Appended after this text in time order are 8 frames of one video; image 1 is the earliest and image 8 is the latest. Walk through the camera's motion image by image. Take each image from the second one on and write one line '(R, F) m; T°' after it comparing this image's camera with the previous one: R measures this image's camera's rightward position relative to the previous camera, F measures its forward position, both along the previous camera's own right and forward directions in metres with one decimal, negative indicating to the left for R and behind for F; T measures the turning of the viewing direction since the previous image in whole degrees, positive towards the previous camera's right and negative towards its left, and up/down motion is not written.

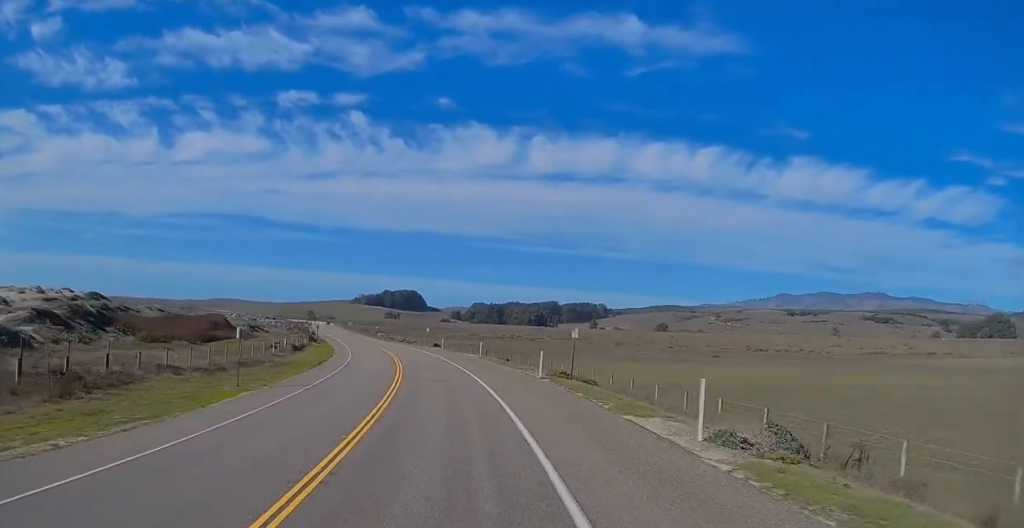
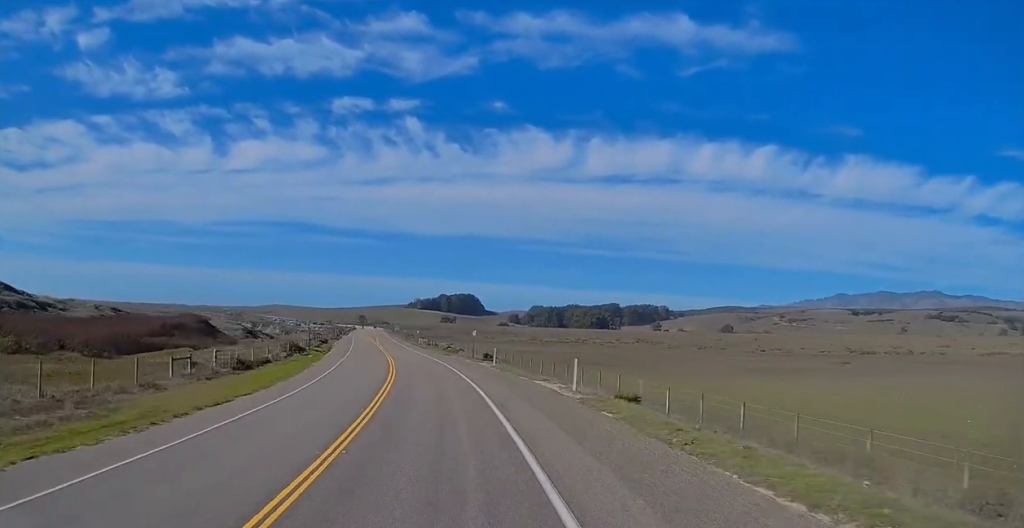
(0.0, +30.4) m; 0°
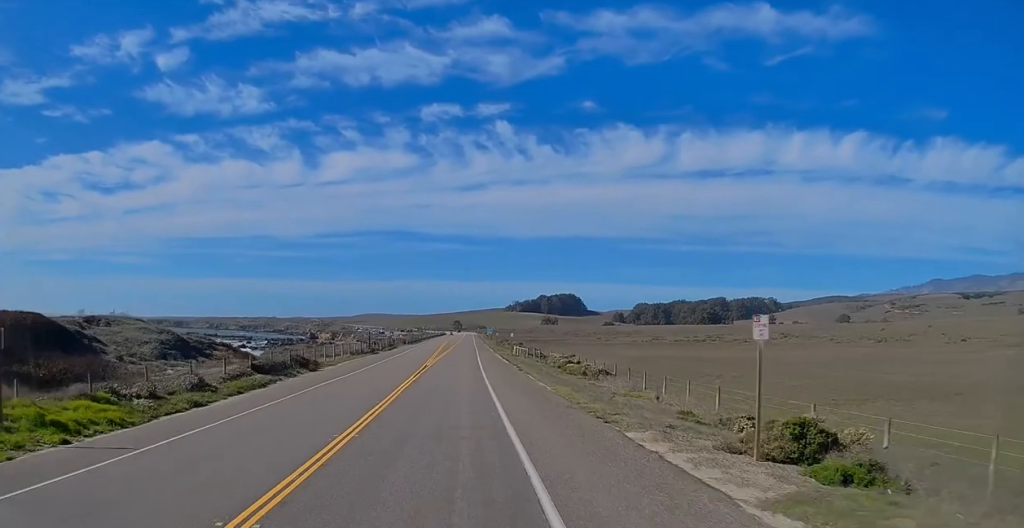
(-0.5, +50.4) m; -6°
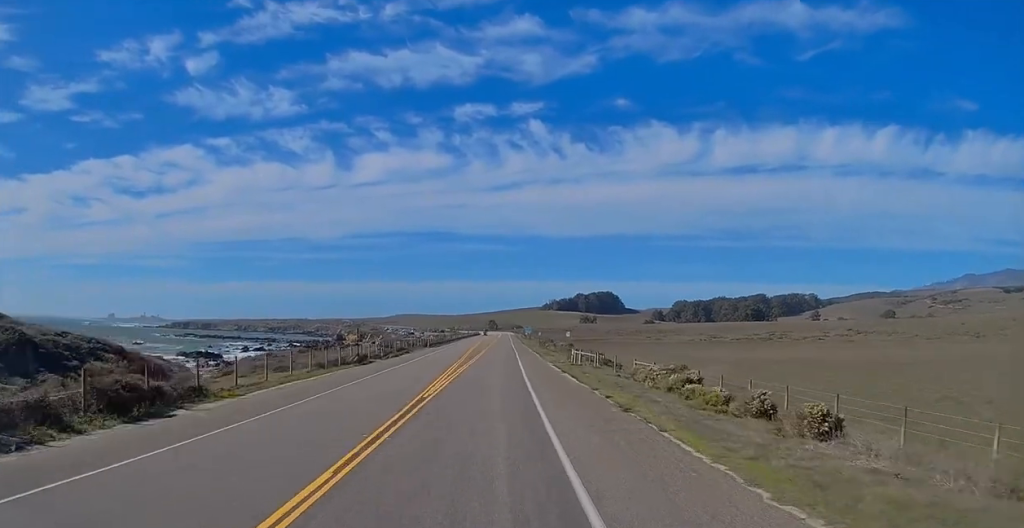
(-2.2, +24.3) m; -5°
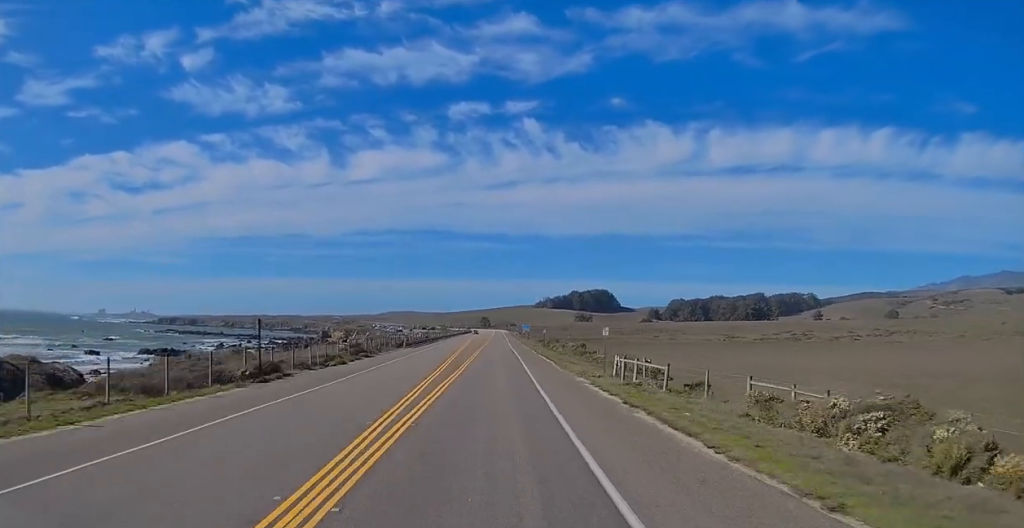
(-0.3, +20.5) m; -1°
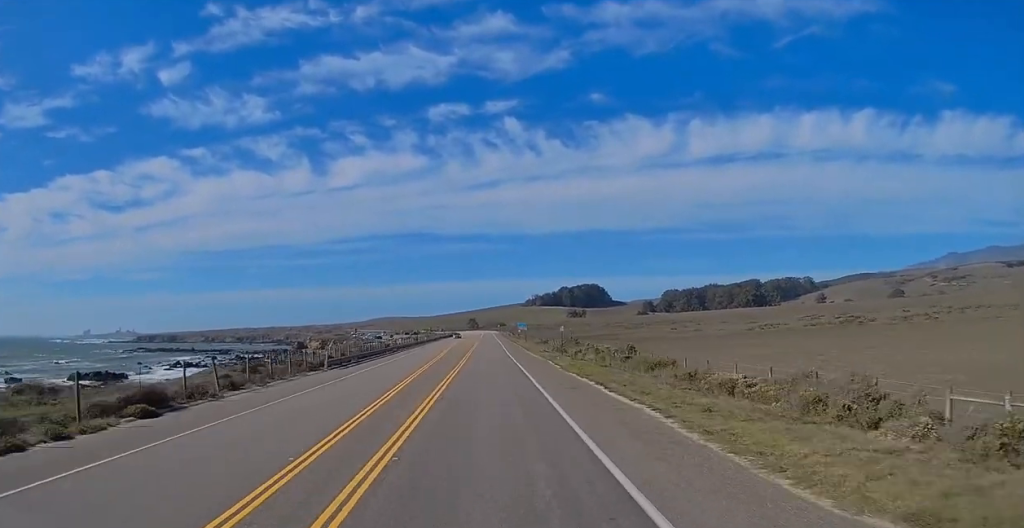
(0.0, +33.1) m; 0°
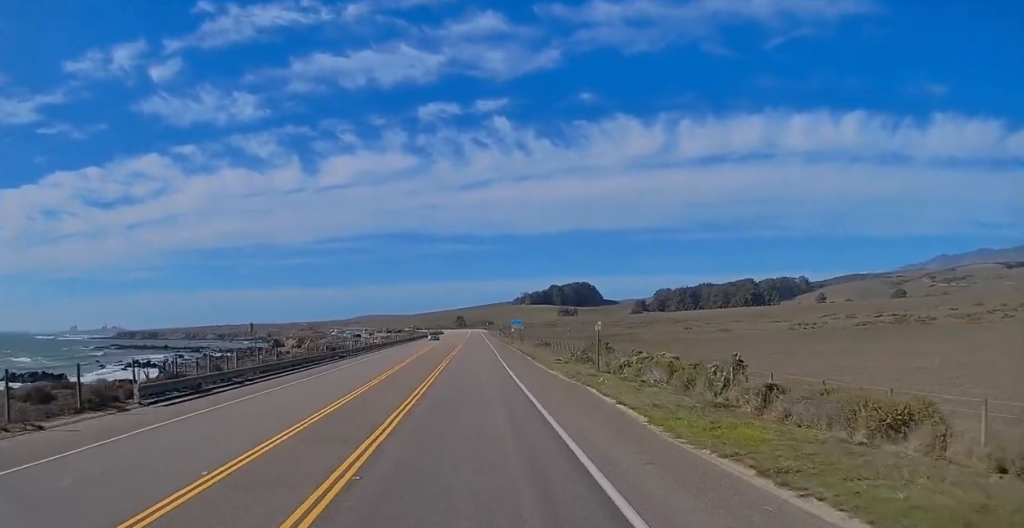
(+0.1, +23.6) m; 0°
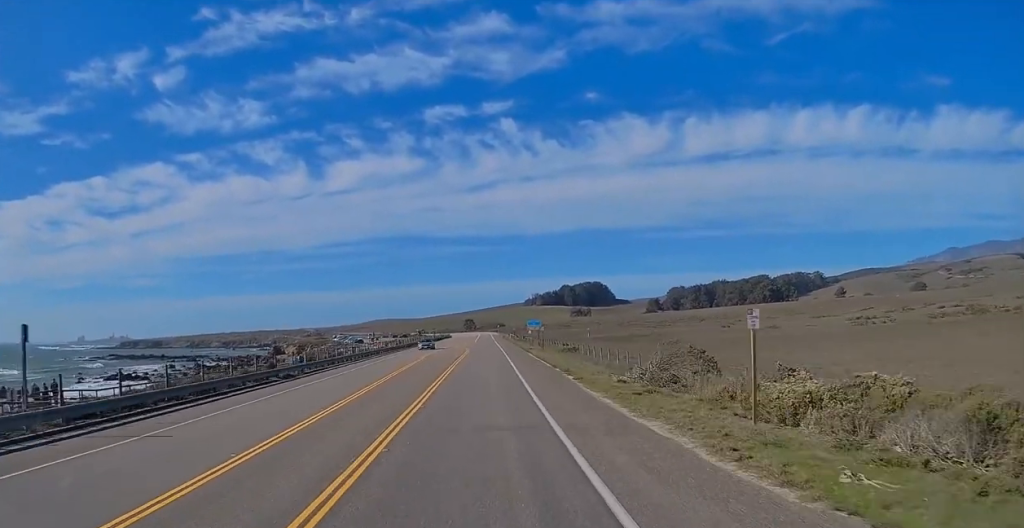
(0.0, +18.6) m; 0°
